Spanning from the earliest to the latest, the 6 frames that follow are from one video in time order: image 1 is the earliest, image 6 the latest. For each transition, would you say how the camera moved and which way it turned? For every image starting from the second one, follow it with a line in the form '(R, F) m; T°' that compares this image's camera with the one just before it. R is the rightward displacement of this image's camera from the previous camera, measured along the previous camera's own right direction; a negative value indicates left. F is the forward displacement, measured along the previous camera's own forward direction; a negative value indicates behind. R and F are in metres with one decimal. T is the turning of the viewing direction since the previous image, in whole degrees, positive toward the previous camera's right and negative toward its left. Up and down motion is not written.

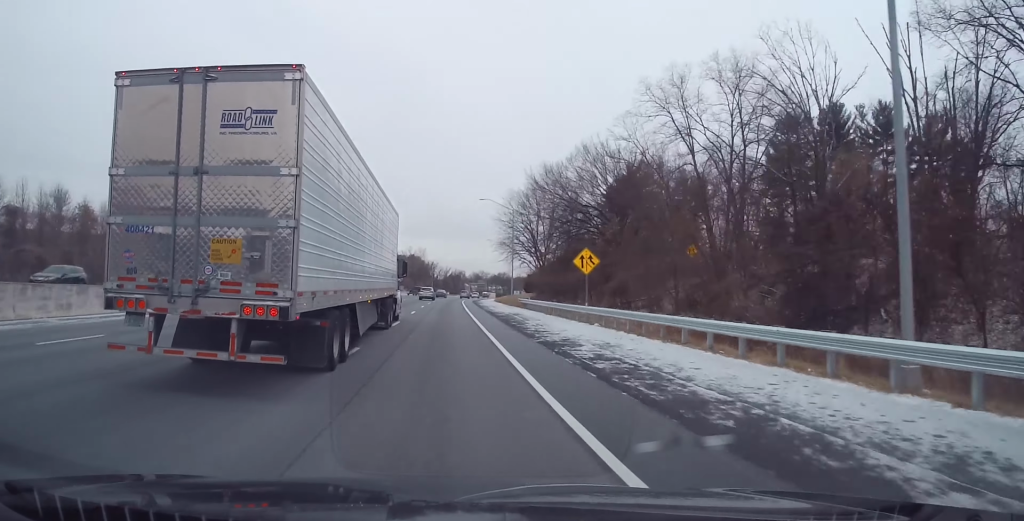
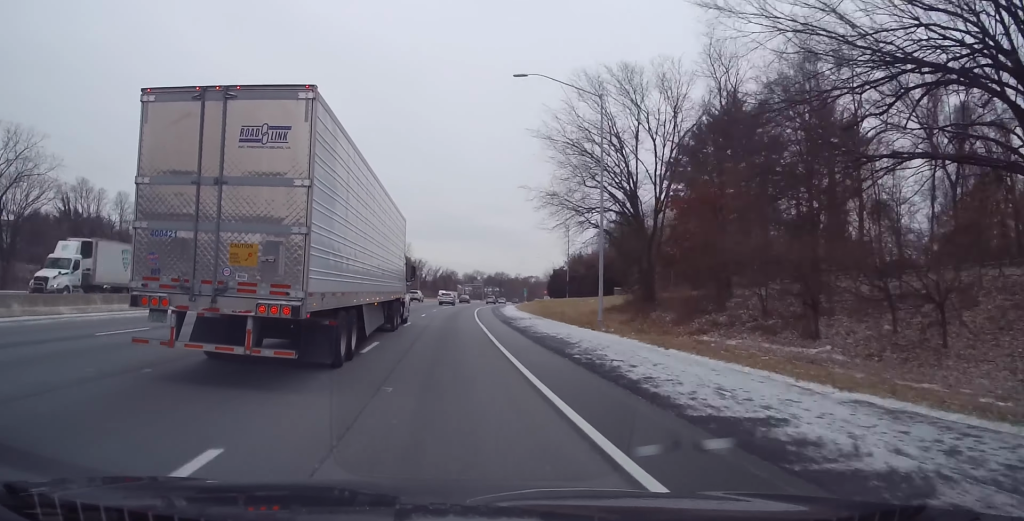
(-0.3, +55.1) m; 0°
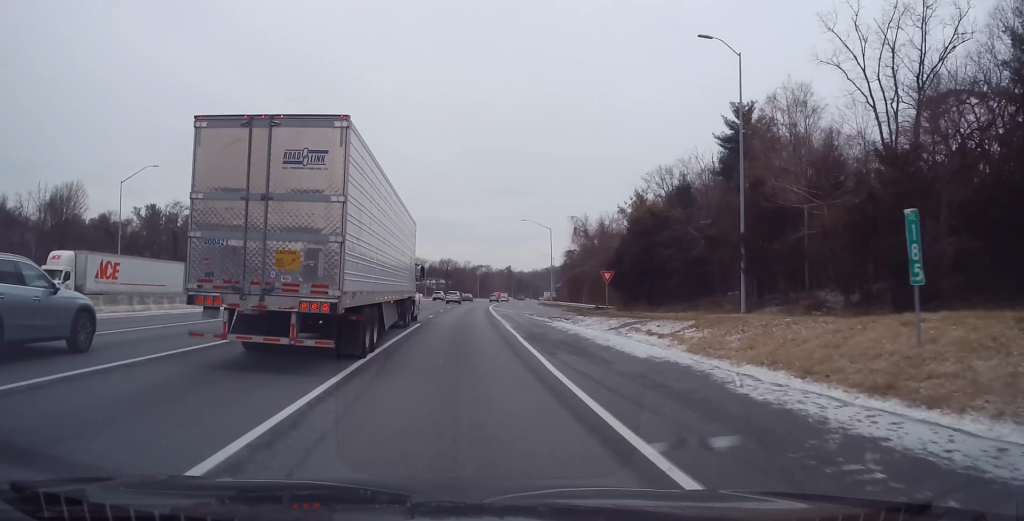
(+3.4, +85.7) m; +5°
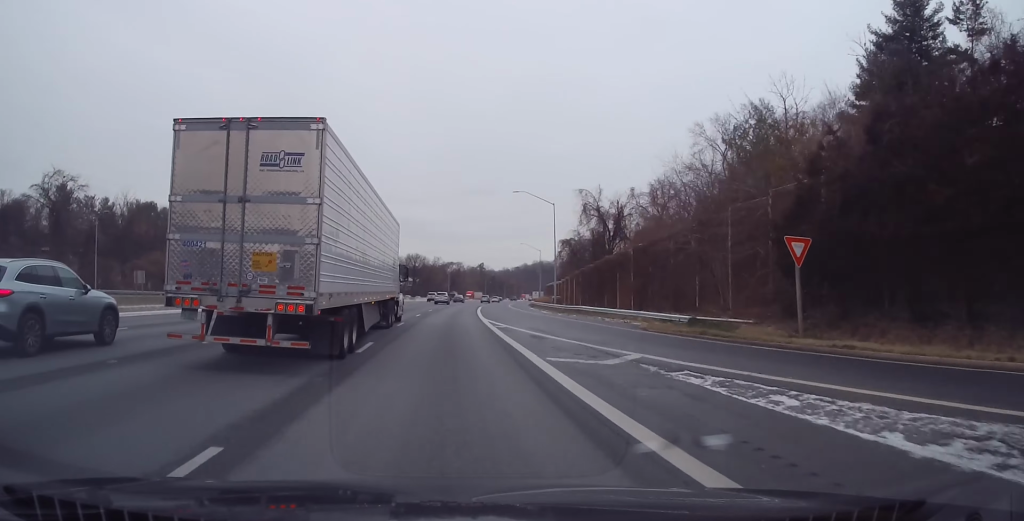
(+0.7, +33.2) m; +2°
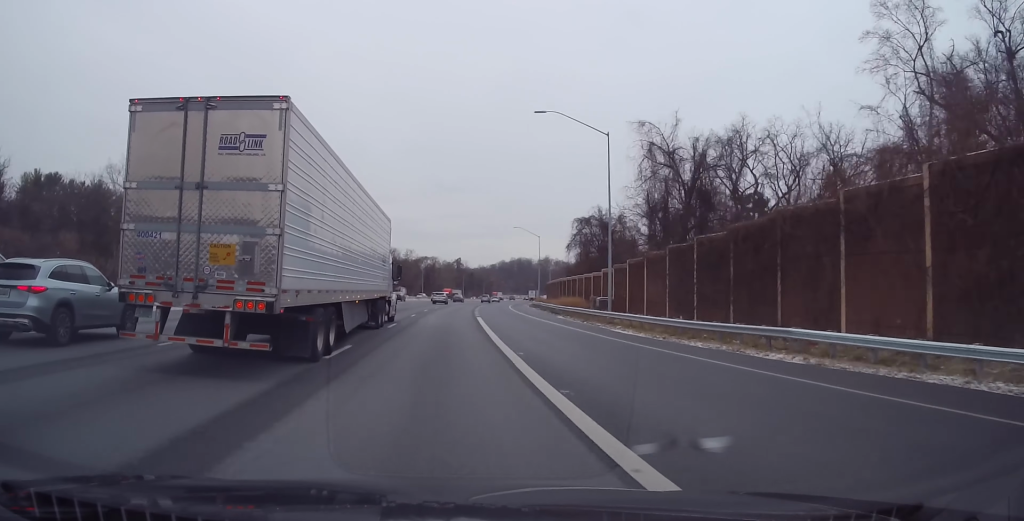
(+0.8, +37.6) m; +2°
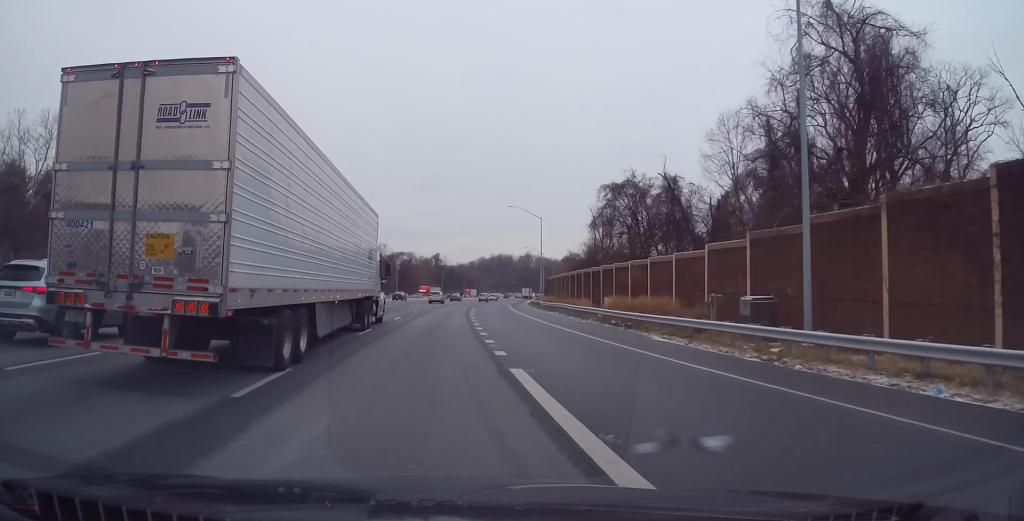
(+0.3, +29.0) m; +2°
